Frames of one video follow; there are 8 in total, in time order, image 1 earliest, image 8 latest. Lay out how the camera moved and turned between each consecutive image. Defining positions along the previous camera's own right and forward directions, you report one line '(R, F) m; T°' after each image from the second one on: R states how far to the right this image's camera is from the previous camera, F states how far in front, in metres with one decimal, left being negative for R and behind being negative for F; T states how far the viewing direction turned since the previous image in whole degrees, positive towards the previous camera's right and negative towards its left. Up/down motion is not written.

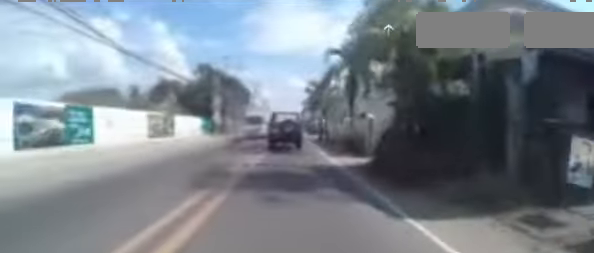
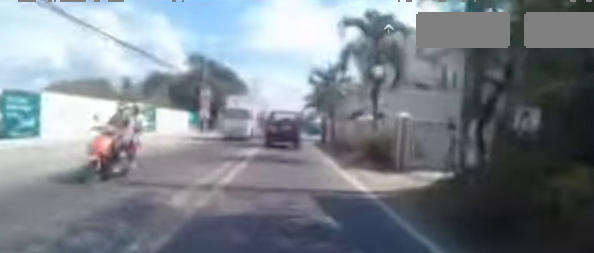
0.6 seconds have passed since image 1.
(+0.1, +4.3) m; +1°
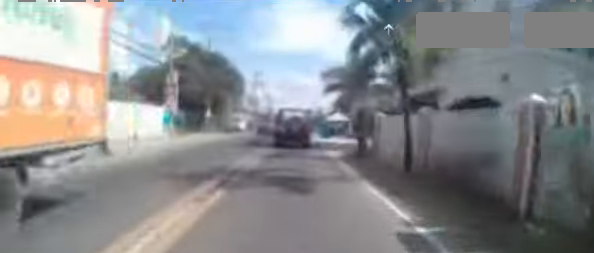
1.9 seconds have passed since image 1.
(0.0, +9.6) m; -3°
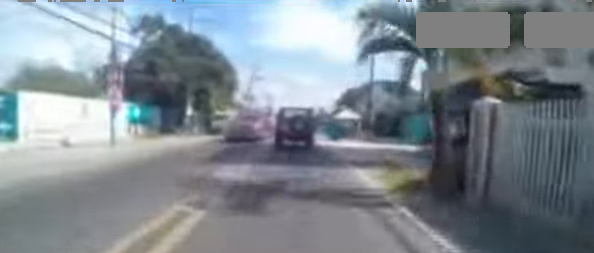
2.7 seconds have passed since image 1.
(-0.2, +6.3) m; +1°
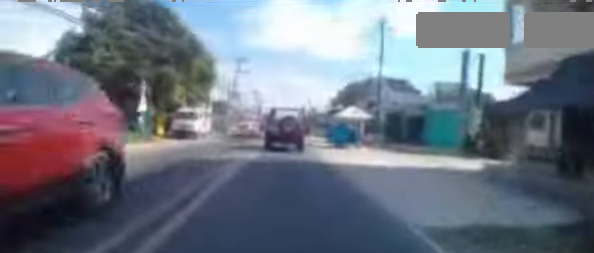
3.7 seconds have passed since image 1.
(+0.2, +6.6) m; +2°
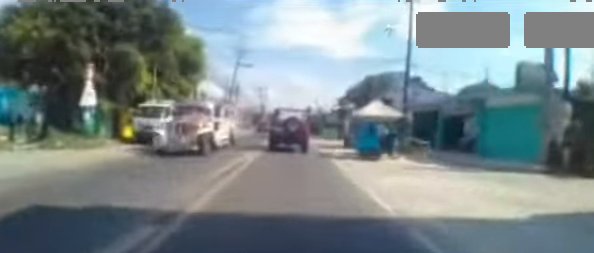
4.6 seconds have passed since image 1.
(+0.1, +5.8) m; -1°
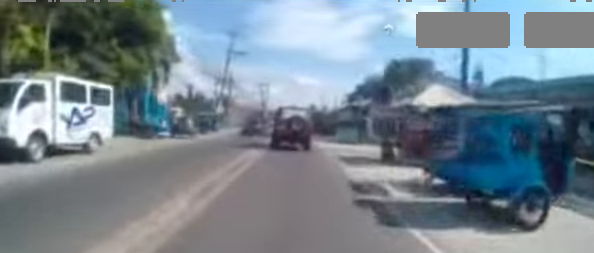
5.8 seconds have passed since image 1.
(-0.3, +7.9) m; -2°
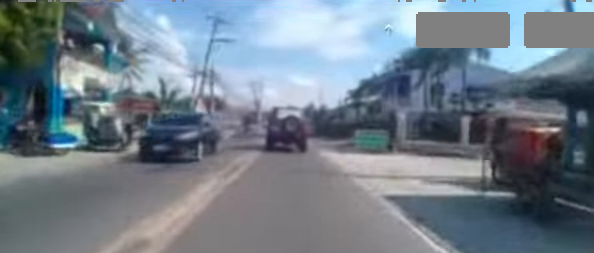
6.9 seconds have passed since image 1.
(0.0, +7.1) m; -1°
